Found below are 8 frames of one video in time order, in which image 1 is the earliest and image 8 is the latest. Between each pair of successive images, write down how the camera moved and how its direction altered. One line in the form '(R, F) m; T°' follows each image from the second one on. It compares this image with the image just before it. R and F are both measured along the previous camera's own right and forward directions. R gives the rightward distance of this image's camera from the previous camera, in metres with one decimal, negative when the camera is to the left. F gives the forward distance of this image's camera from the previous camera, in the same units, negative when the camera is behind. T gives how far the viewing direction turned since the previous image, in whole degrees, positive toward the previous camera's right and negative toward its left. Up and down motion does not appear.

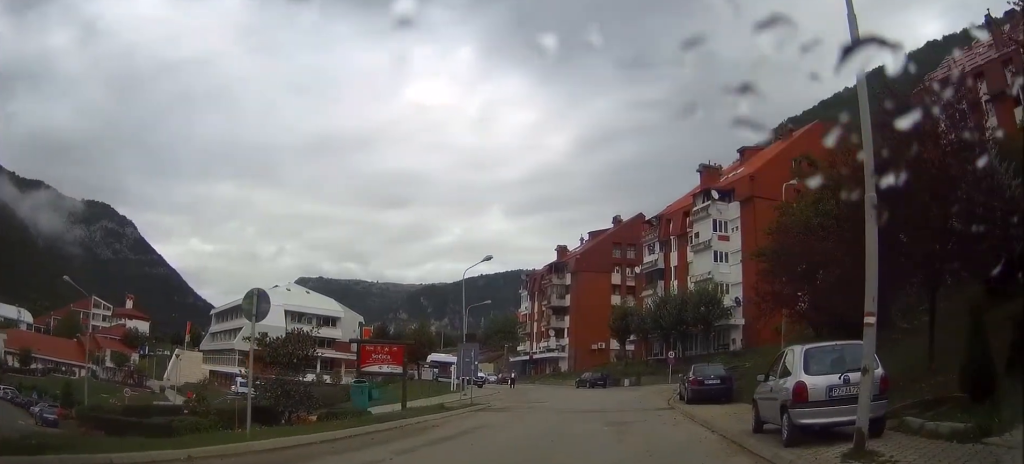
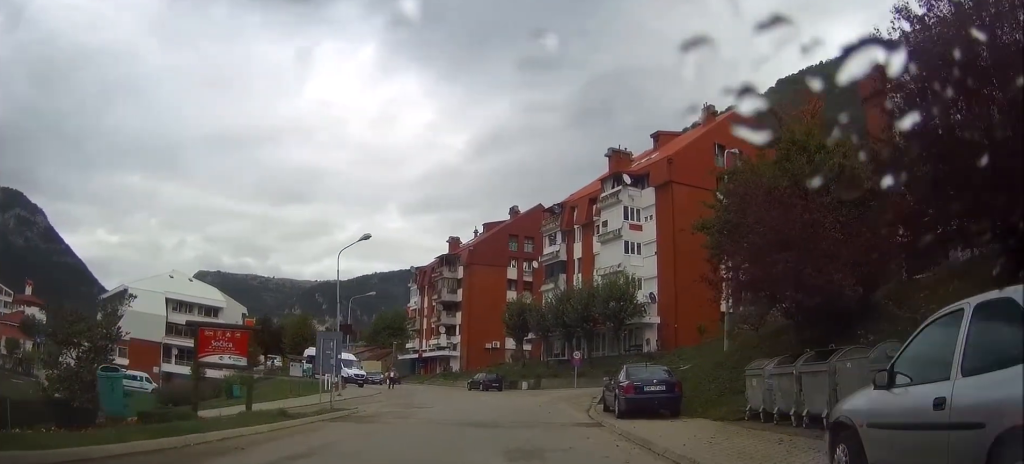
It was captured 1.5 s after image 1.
(+0.6, +6.4) m; +8°
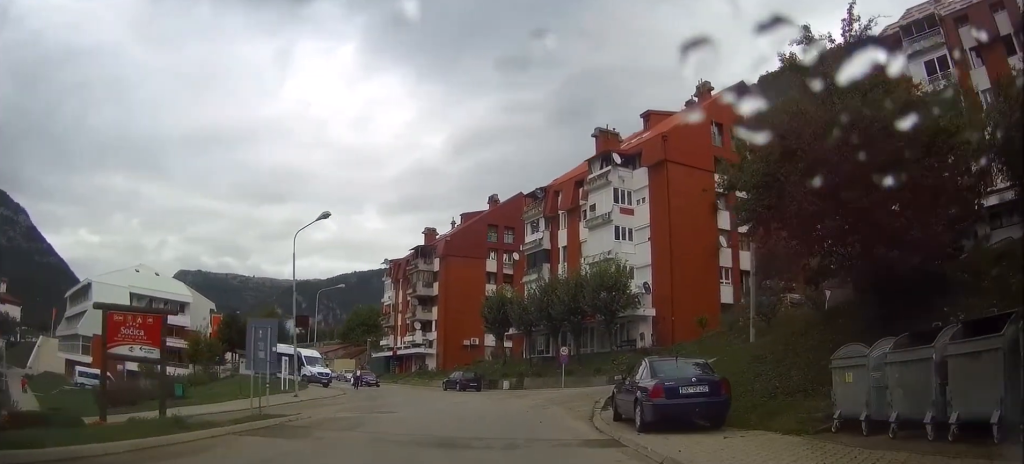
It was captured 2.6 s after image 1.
(+0.1, +5.5) m; +1°
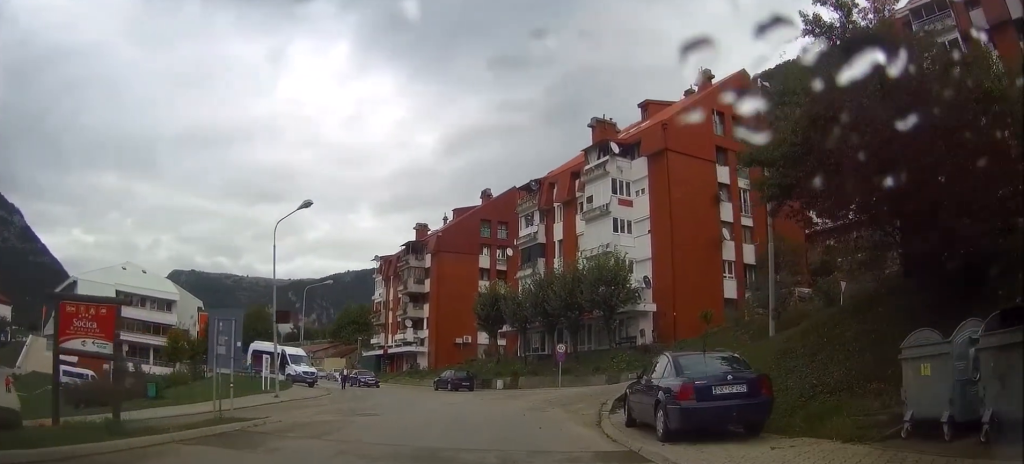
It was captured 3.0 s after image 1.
(0.0, +2.3) m; 0°
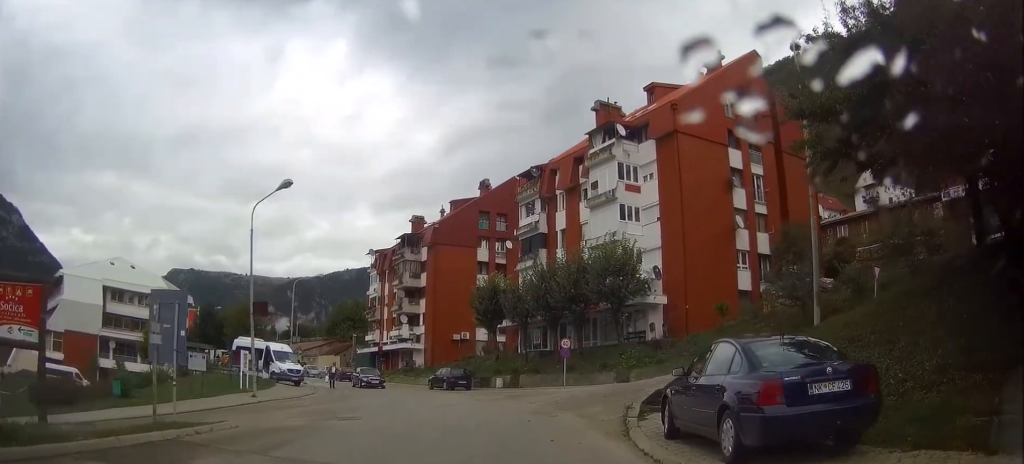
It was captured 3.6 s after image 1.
(0.0, +3.3) m; 0°
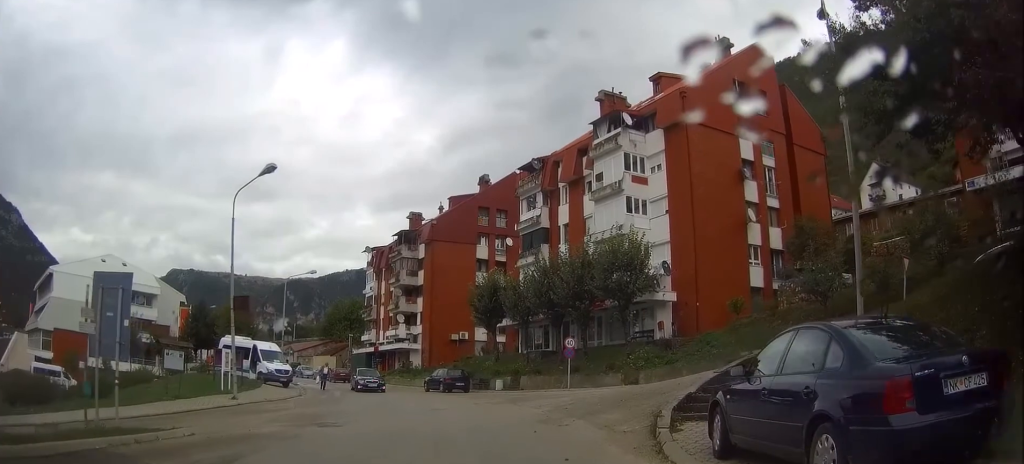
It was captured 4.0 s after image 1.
(0.0, +2.4) m; 0°
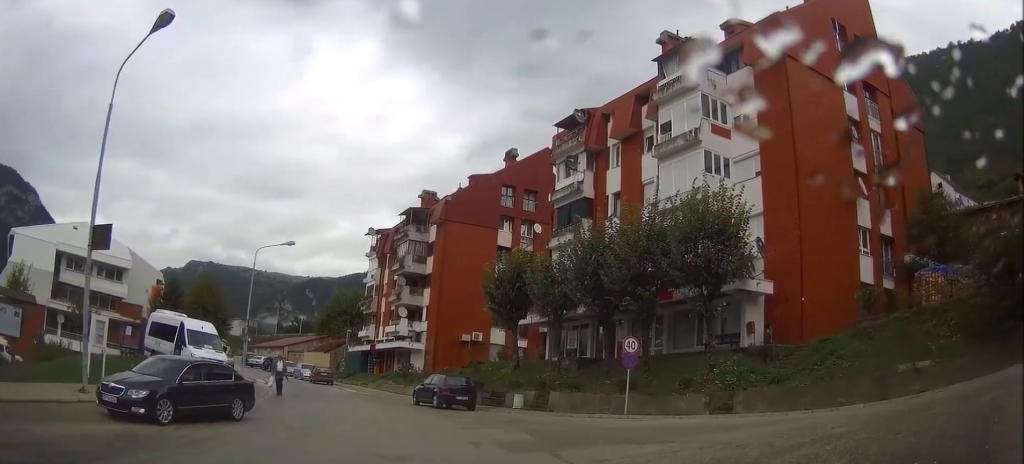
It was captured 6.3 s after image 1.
(-0.1, +13.3) m; -5°
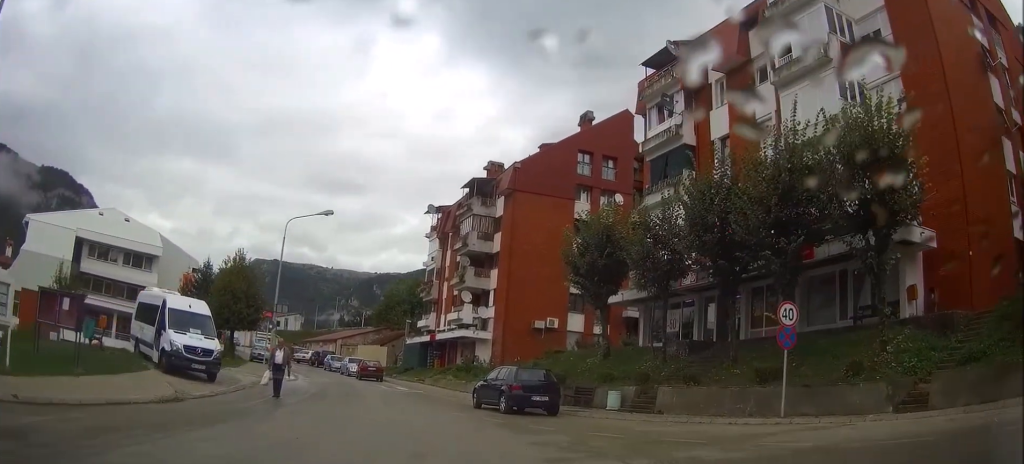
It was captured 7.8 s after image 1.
(-0.7, +8.5) m; -9°
